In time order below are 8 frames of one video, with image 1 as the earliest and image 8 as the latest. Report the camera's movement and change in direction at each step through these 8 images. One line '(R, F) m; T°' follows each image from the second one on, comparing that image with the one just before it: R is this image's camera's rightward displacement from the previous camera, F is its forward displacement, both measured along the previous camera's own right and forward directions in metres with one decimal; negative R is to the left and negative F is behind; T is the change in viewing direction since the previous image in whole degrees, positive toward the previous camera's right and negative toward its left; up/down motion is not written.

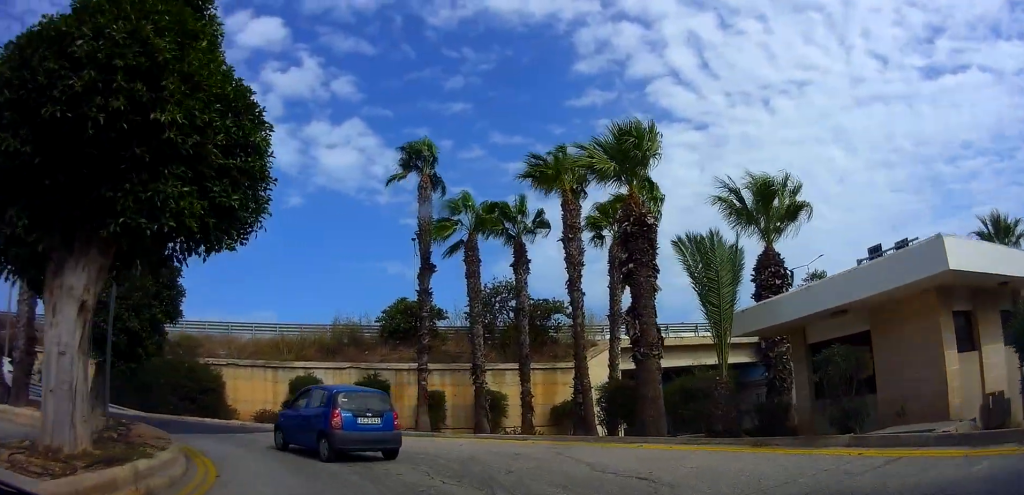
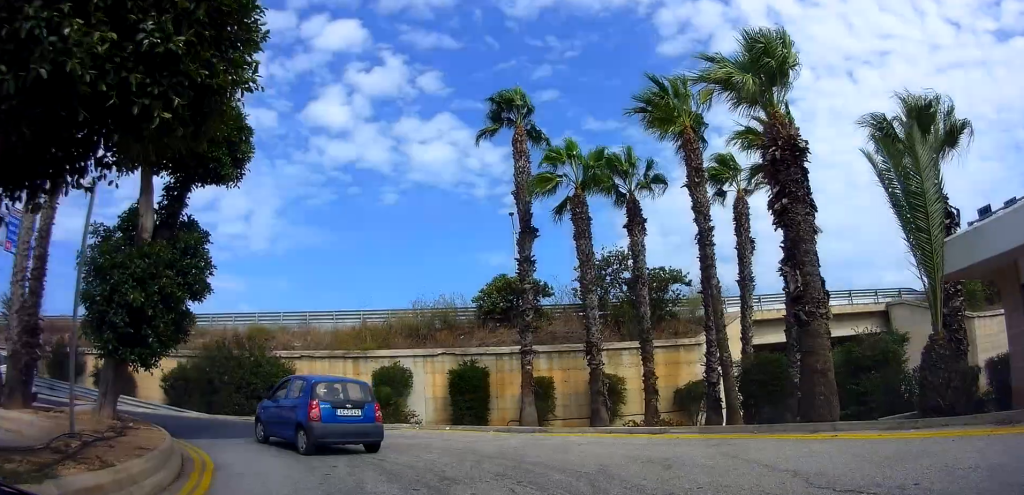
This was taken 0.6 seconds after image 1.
(-0.4, +3.6) m; 0°
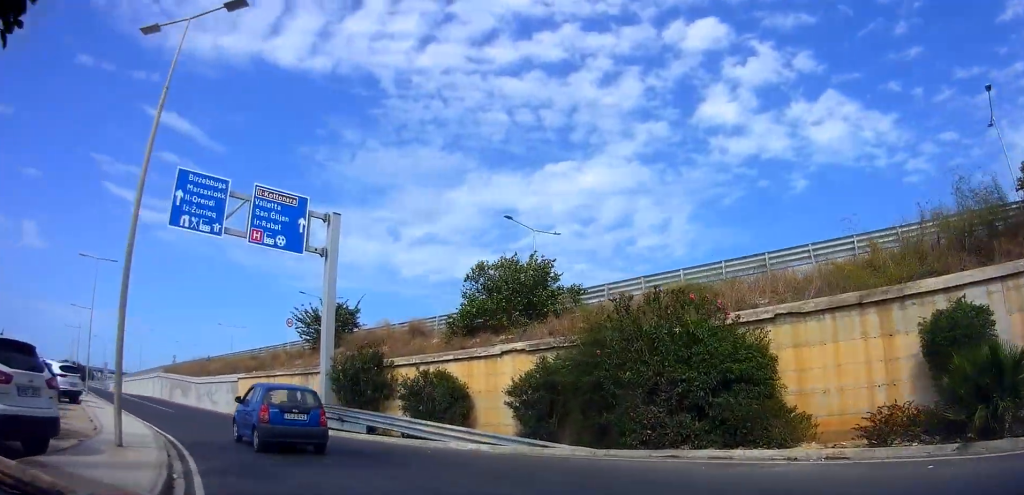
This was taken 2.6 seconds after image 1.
(-1.6, +12.6) m; -27°
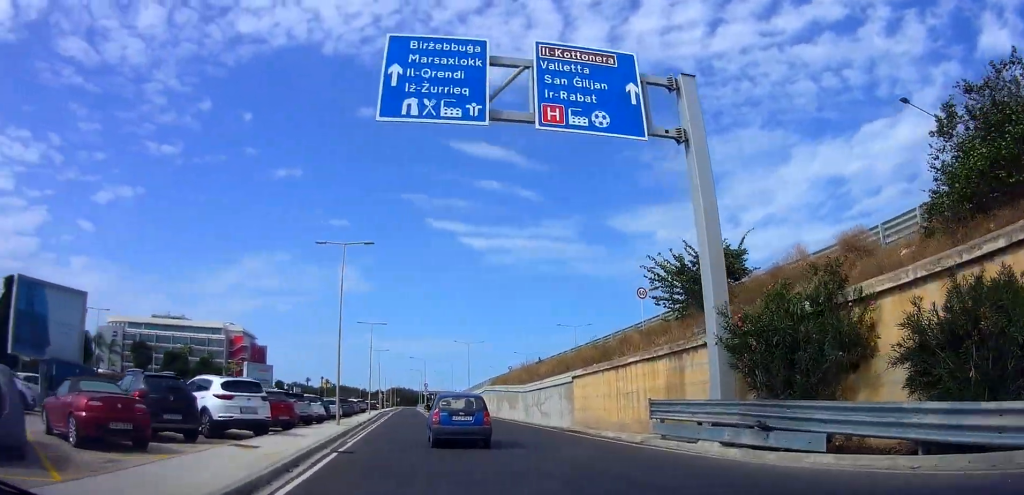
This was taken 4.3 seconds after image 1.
(-2.4, +8.2) m; -44°
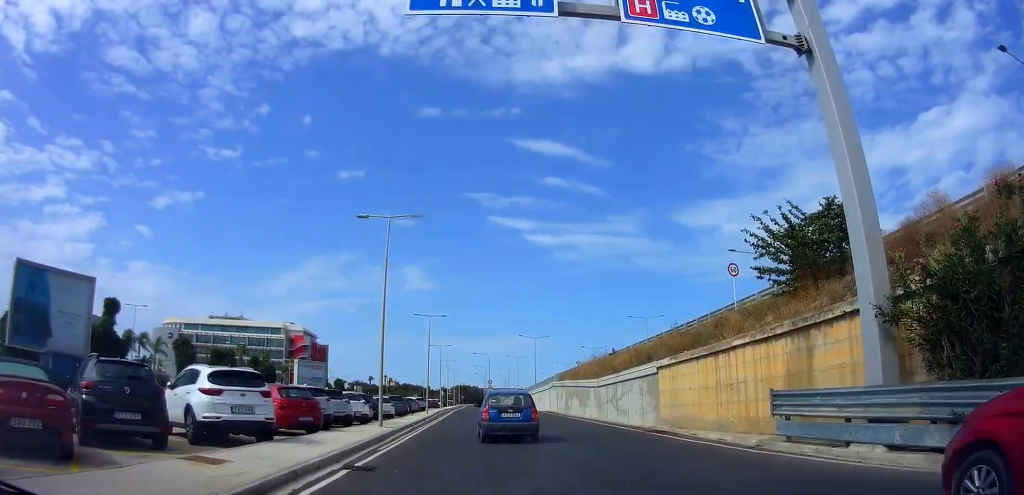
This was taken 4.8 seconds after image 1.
(-0.1, +2.7) m; -18°
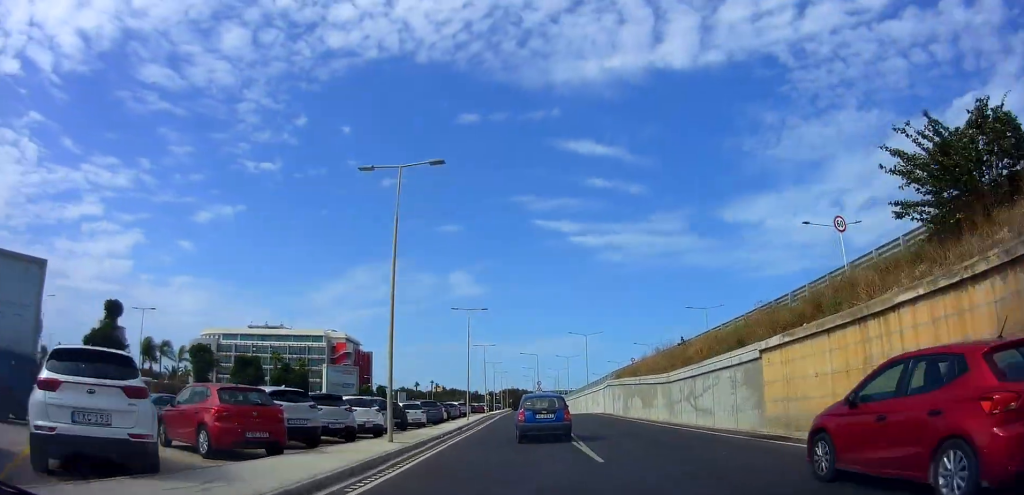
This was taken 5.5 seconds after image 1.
(-1.3, +4.6) m; -12°
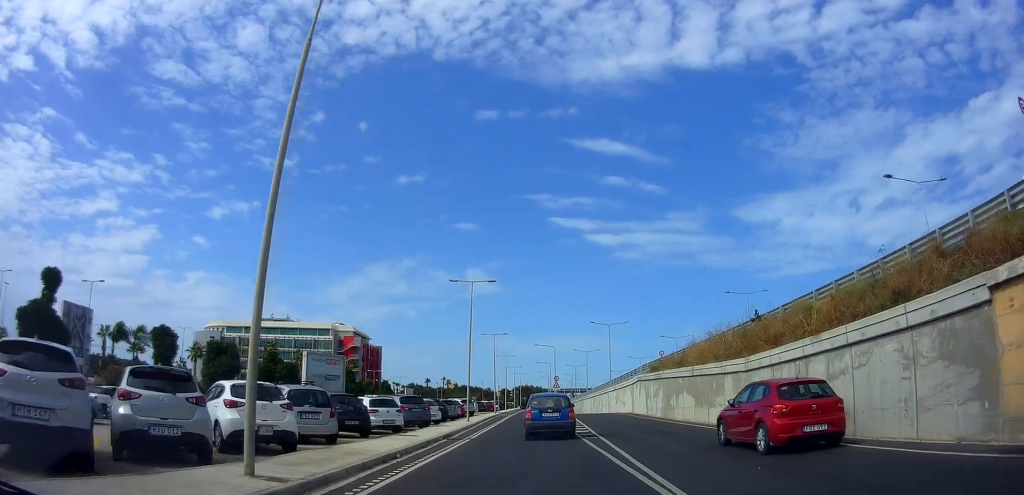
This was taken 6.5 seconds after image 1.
(-0.6, +8.4) m; -6°
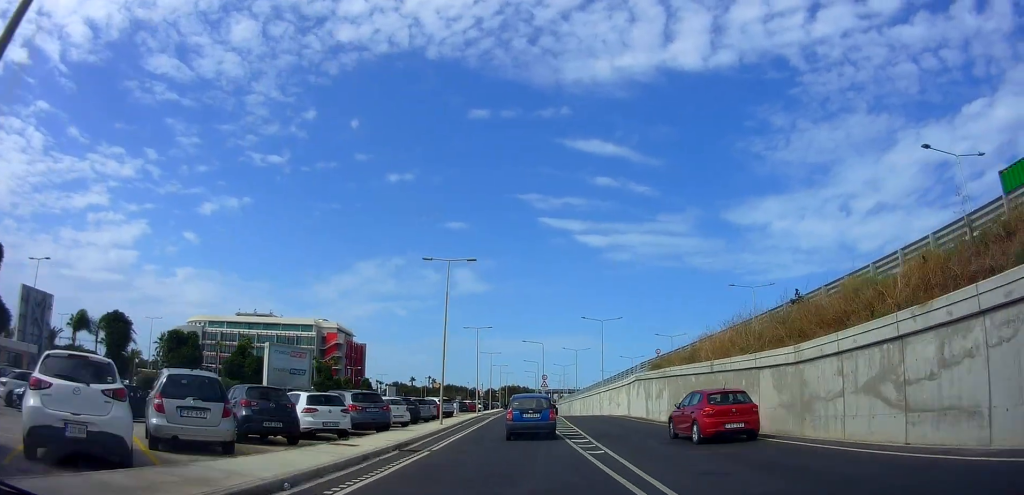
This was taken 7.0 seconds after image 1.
(-0.1, +5.2) m; -1°
